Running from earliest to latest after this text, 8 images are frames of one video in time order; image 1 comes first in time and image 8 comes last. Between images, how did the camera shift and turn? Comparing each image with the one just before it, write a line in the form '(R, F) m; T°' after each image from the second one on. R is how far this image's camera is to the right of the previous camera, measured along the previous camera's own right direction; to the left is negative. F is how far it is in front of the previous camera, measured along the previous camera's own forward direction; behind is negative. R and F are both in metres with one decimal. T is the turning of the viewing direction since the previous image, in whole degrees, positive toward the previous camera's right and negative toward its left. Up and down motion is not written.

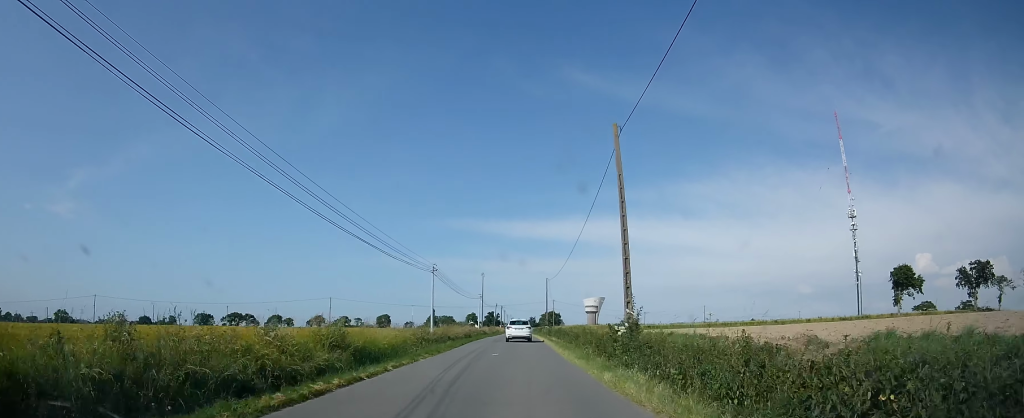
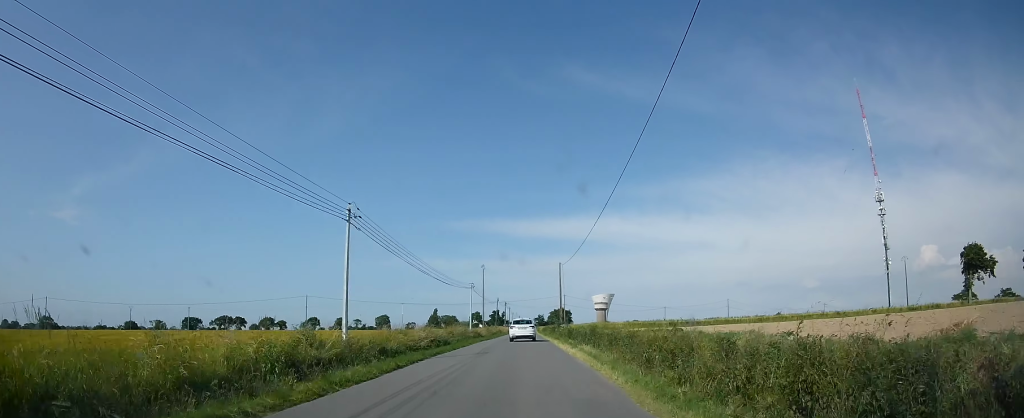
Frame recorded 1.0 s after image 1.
(0.0, +18.0) m; 0°
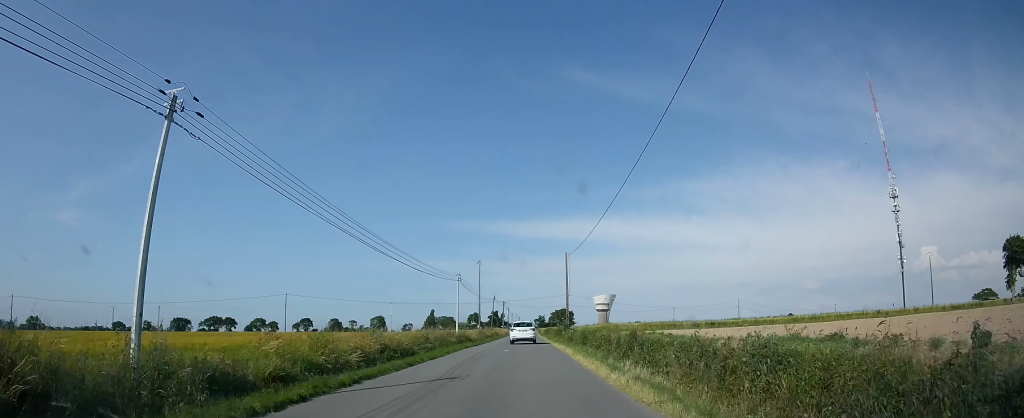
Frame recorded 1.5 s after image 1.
(0.0, +9.1) m; 0°
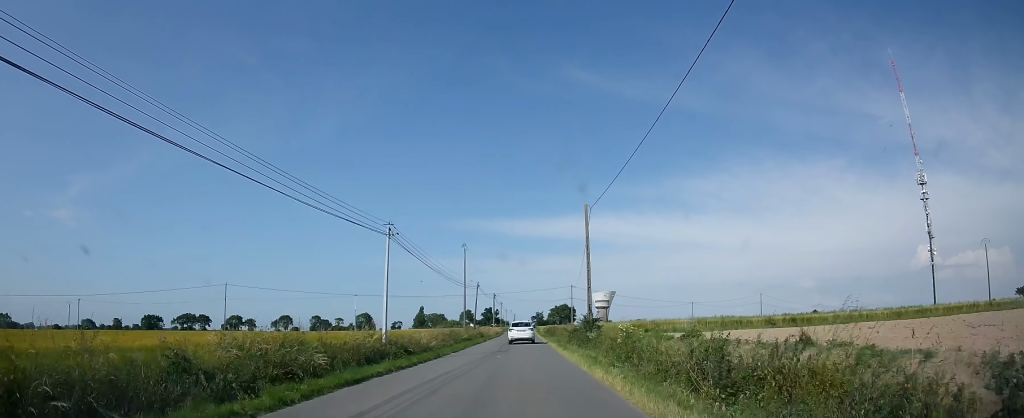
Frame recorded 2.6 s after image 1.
(0.0, +20.1) m; 0°
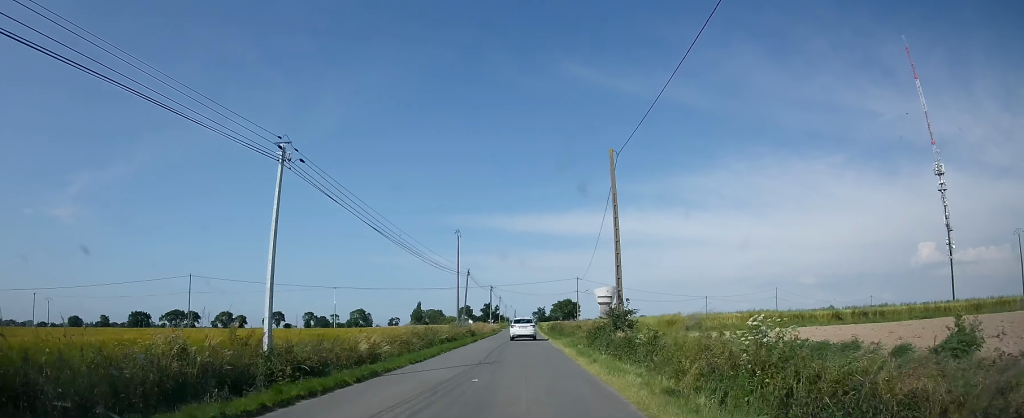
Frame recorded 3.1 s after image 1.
(0.0, +9.7) m; 0°
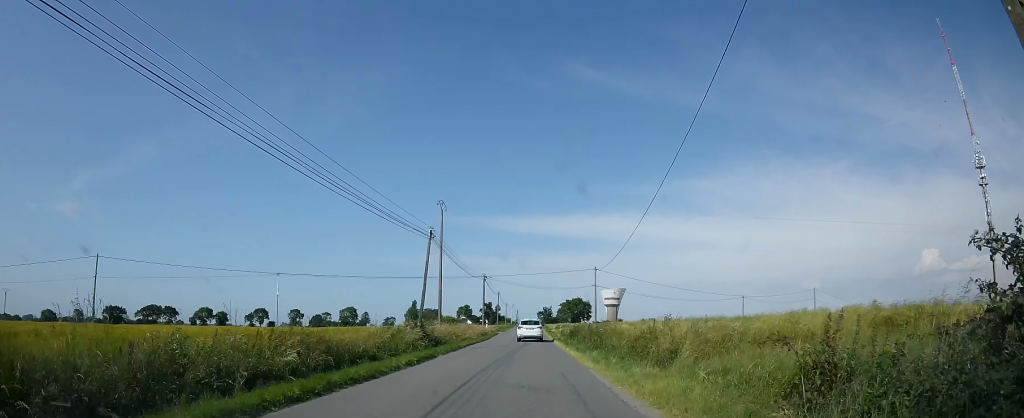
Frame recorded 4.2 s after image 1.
(0.0, +19.3) m; 0°
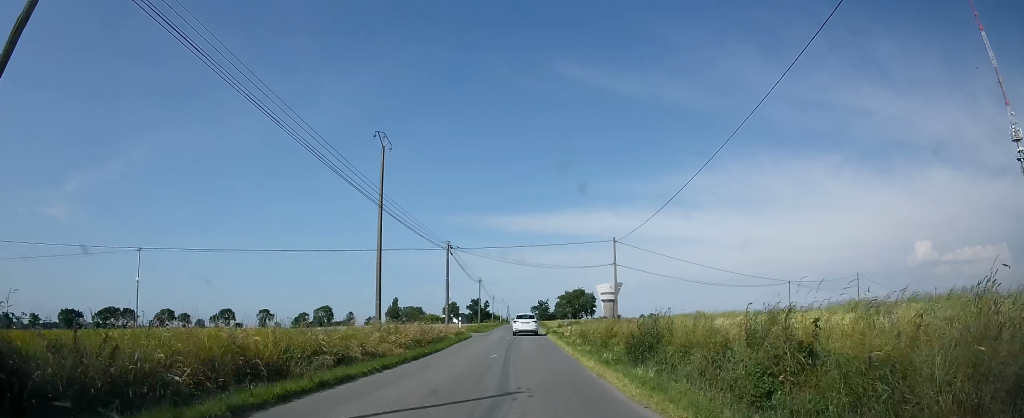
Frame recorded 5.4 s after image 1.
(0.0, +21.9) m; 0°
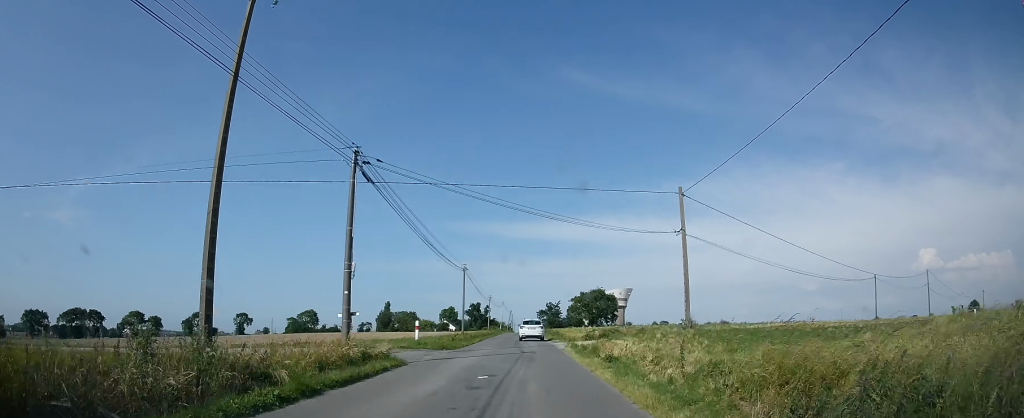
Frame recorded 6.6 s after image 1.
(0.0, +21.3) m; 0°
